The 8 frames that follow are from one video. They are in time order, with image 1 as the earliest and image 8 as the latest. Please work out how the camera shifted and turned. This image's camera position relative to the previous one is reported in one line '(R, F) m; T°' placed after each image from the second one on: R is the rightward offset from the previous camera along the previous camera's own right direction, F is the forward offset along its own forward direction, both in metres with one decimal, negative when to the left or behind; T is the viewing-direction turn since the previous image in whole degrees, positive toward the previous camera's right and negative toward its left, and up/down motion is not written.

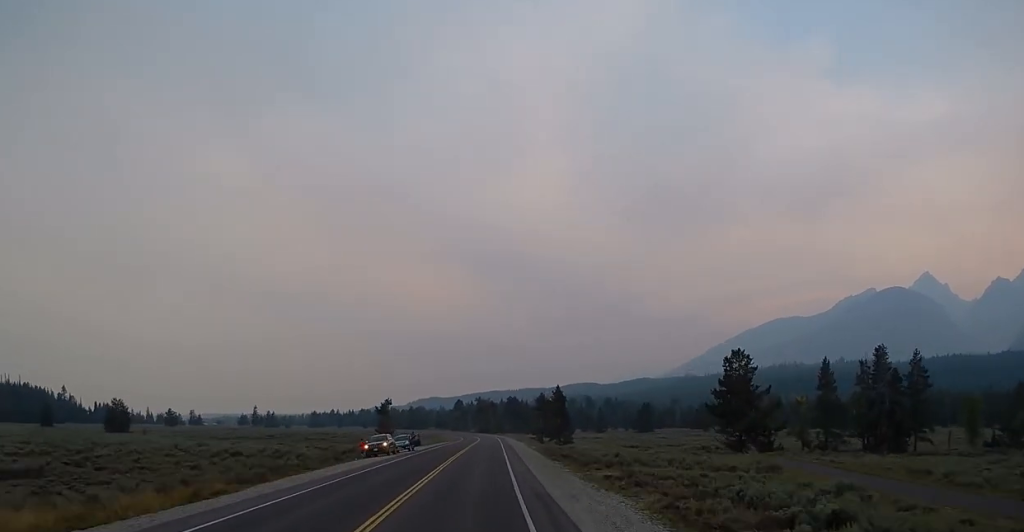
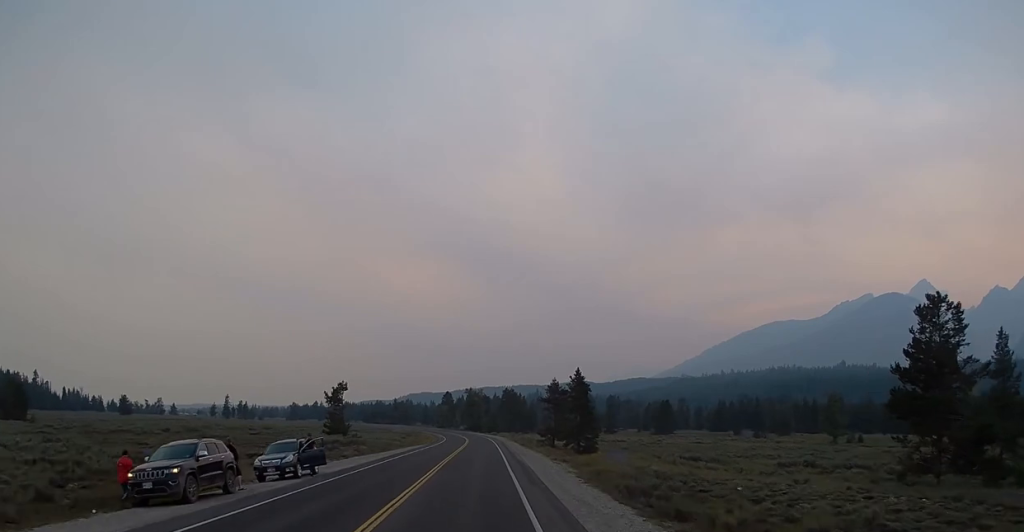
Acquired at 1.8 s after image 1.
(+0.1, +35.5) m; 0°
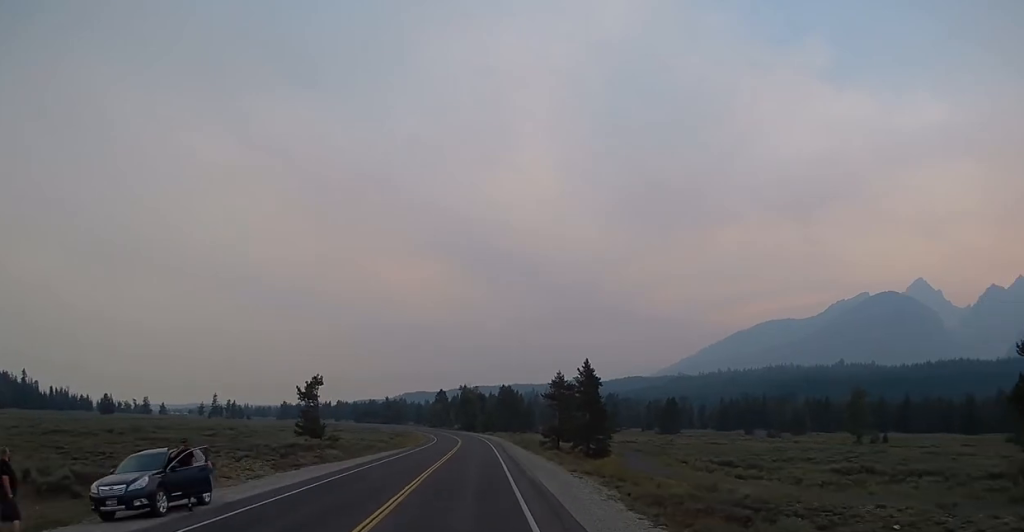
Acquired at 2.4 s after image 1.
(-0.1, +11.5) m; 0°
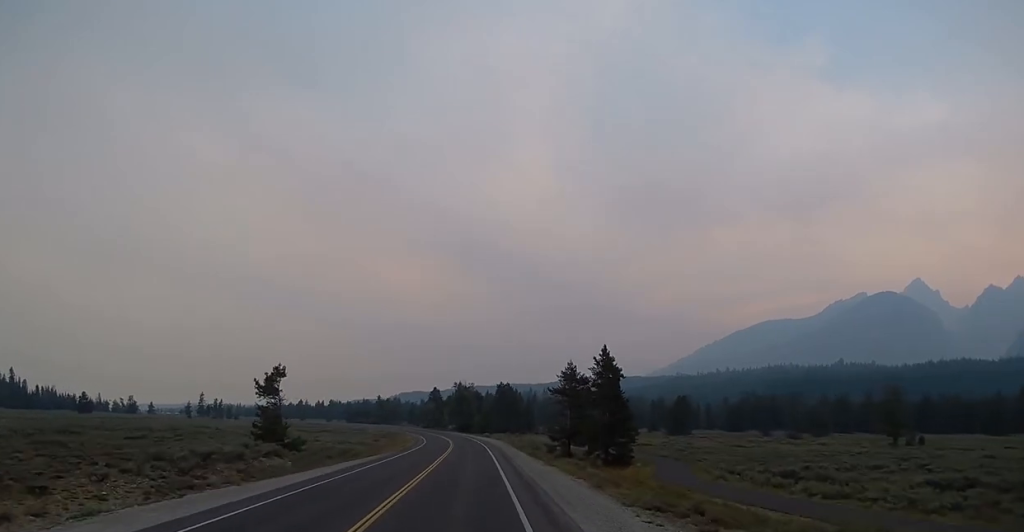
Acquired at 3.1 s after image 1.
(+0.1, +14.4) m; 0°
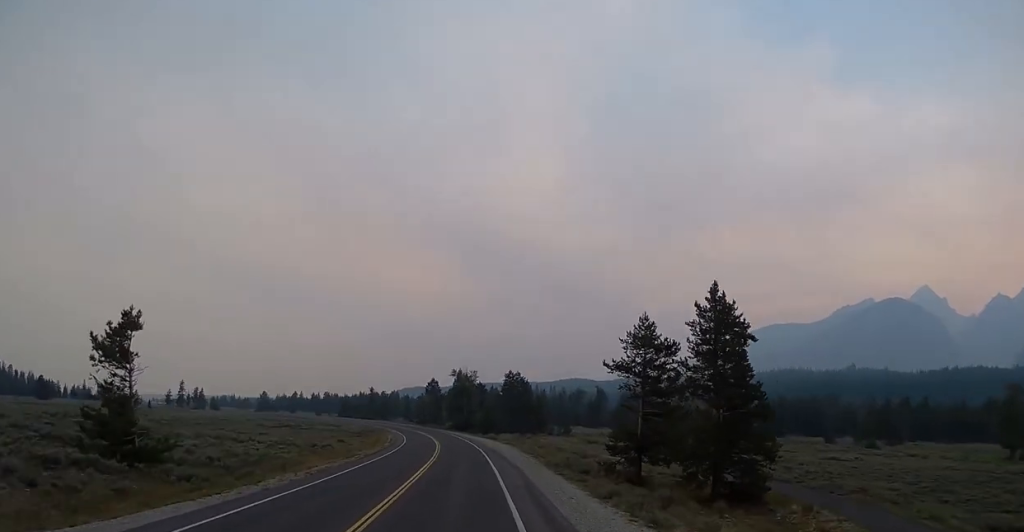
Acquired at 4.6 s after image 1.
(0.0, +32.1) m; -1°
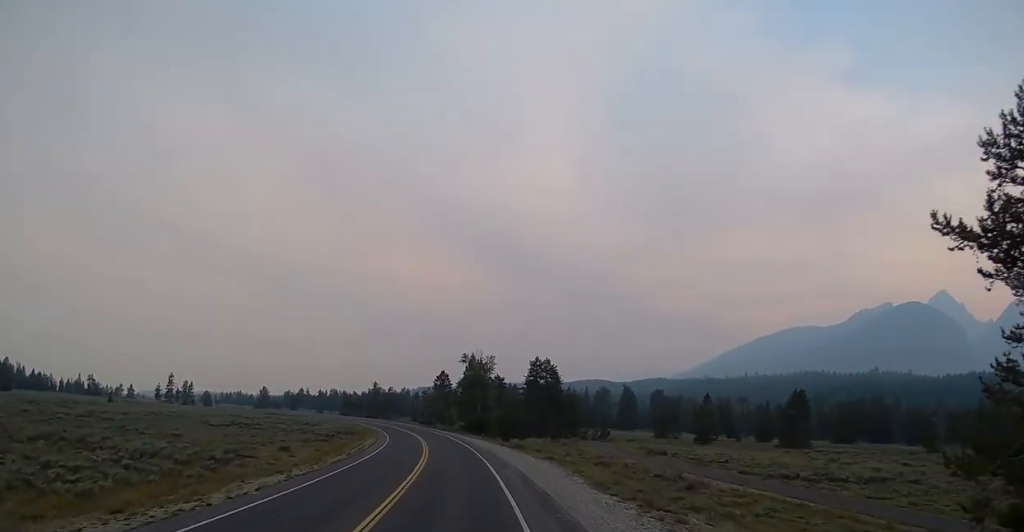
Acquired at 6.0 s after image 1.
(-0.4, +30.8) m; -1°
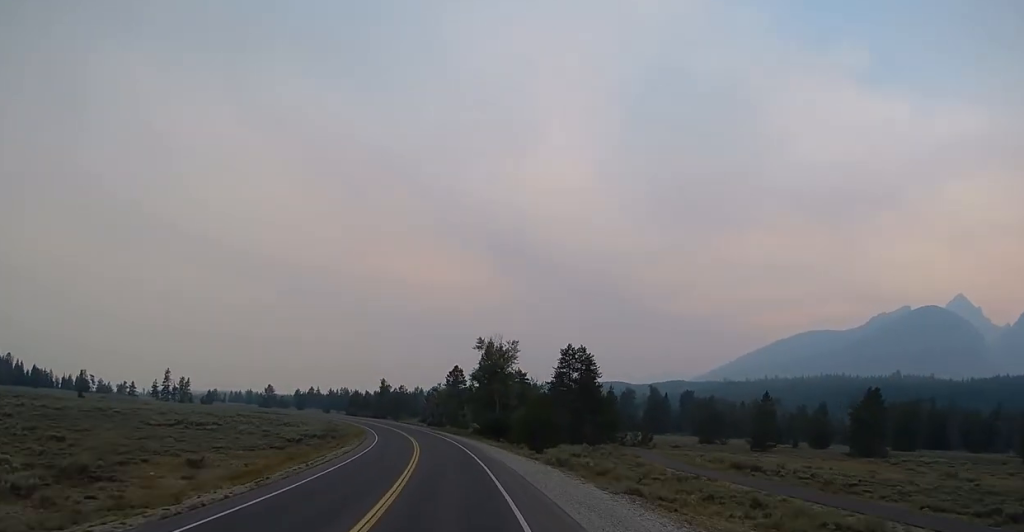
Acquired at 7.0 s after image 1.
(-0.1, +20.3) m; -1°
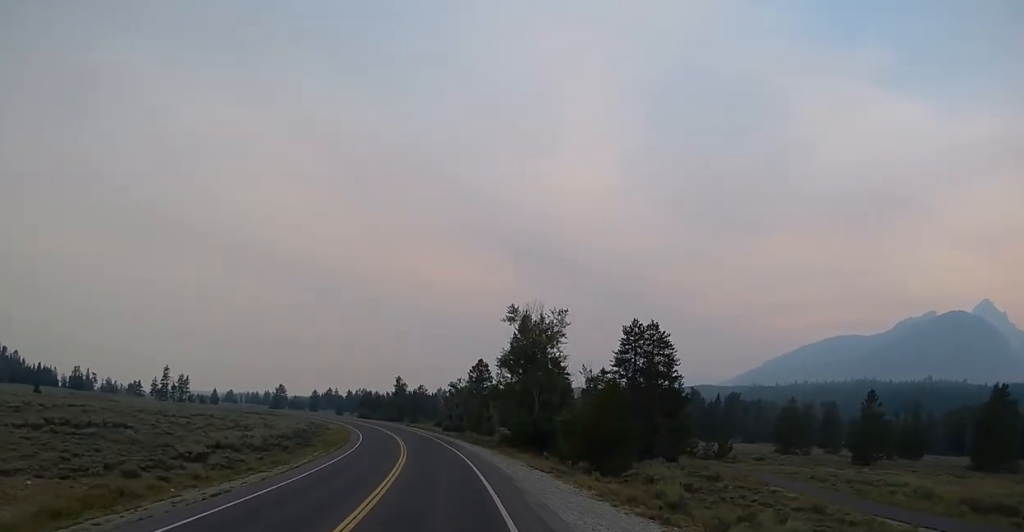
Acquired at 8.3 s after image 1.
(-0.4, +24.6) m; -3°
